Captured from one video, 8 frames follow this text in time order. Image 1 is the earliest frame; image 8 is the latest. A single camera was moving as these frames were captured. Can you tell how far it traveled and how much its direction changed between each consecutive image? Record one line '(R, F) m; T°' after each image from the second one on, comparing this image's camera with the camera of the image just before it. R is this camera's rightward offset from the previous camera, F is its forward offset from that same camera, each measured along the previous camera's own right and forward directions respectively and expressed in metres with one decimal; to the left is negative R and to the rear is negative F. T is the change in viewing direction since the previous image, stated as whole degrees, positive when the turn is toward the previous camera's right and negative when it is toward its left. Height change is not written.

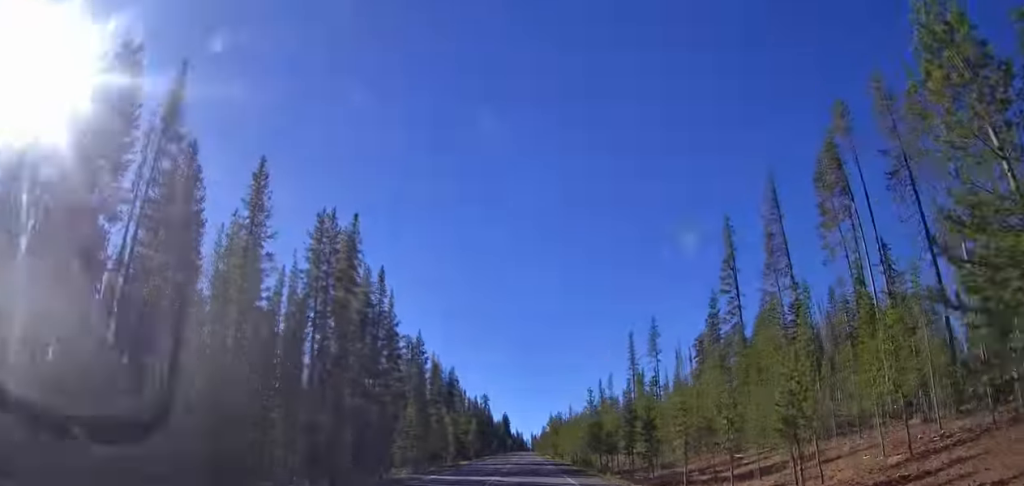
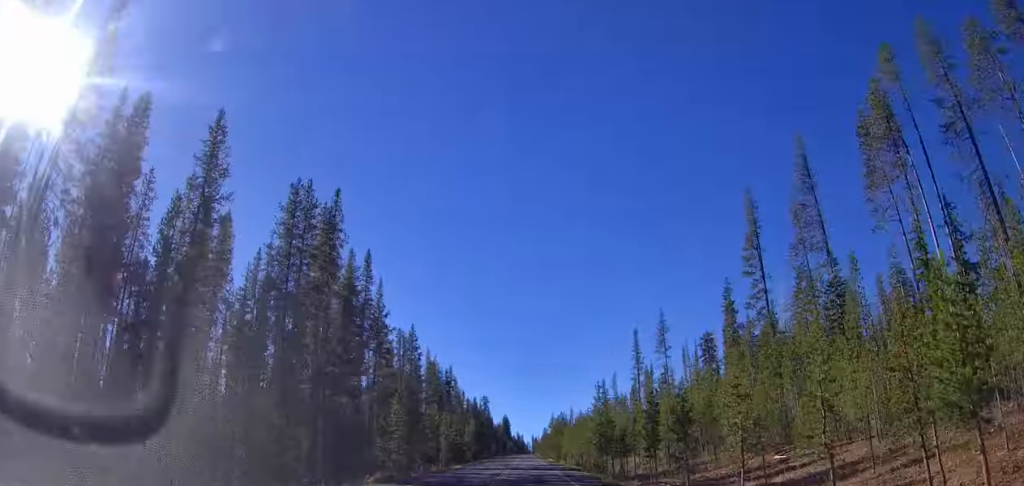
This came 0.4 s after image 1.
(-0.3, +7.1) m; 0°
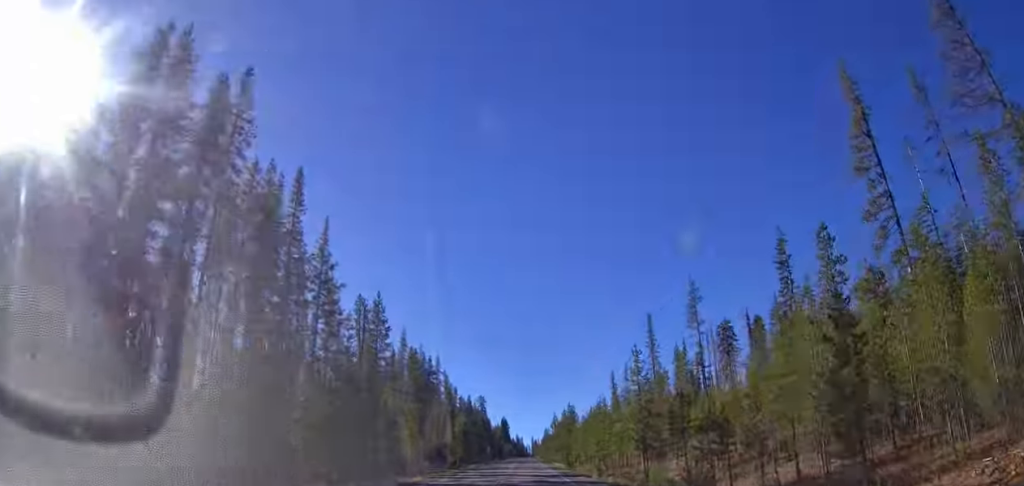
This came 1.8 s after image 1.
(+0.8, +21.9) m; +2°
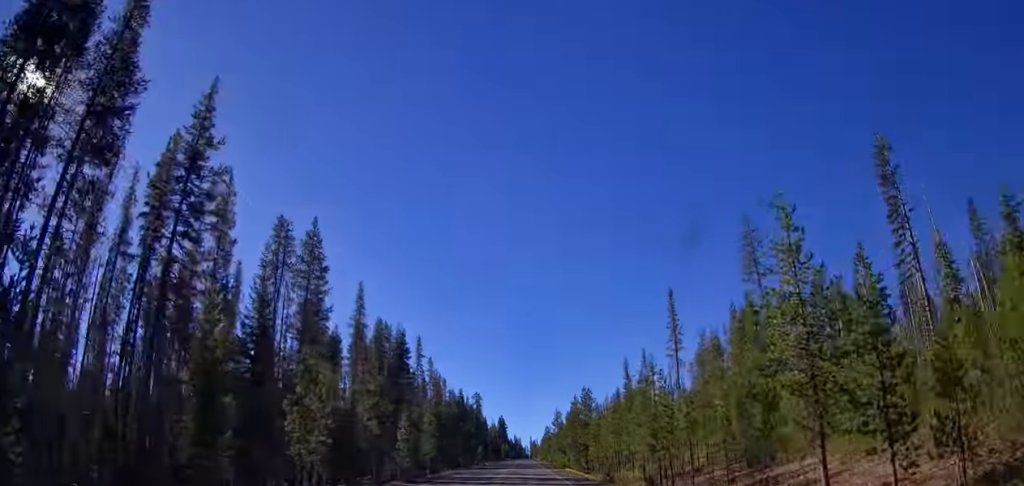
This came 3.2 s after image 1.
(+0.4, +23.8) m; 0°
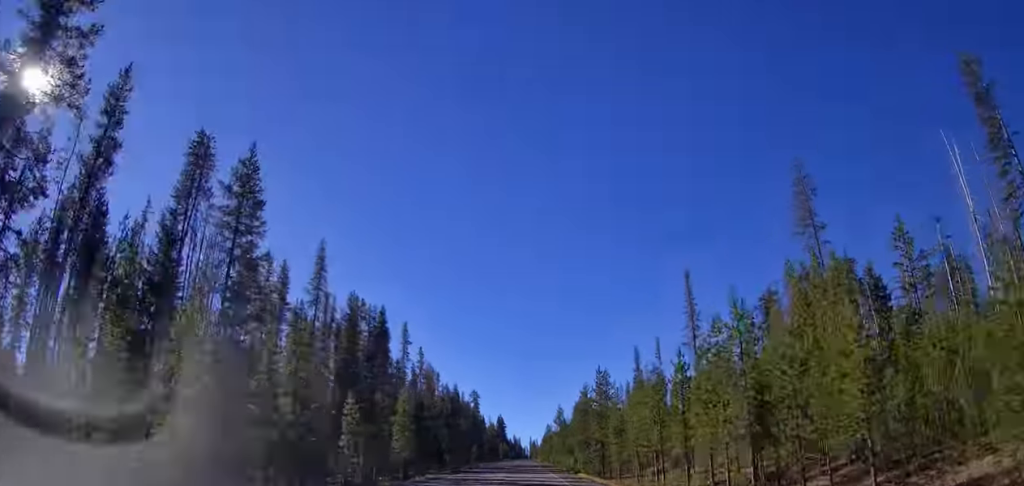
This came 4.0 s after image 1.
(-0.6, +13.4) m; -1°
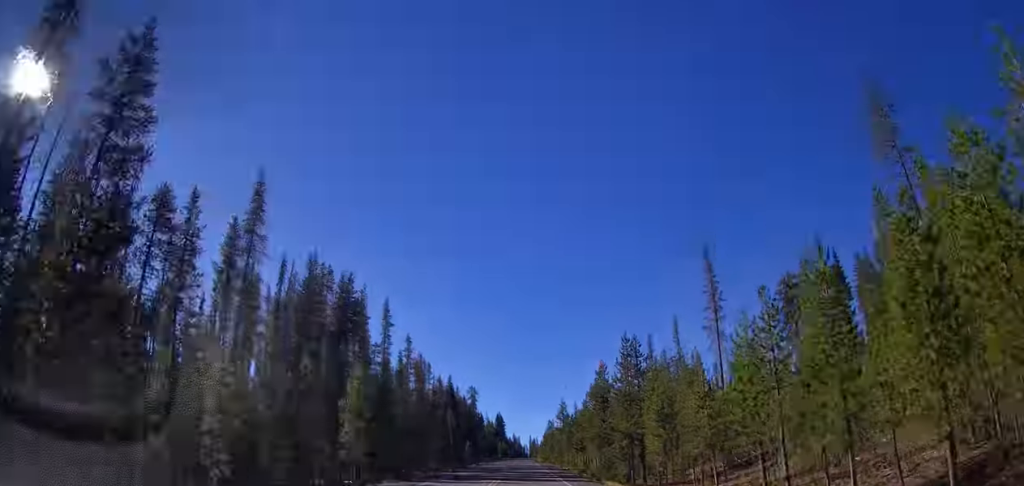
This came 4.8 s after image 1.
(-0.1, +13.7) m; 0°
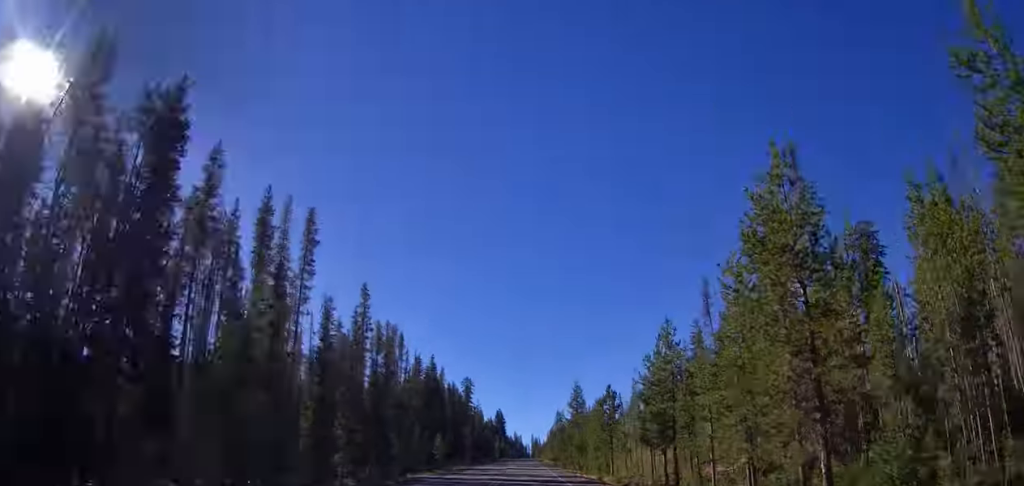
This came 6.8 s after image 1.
(+0.5, +34.6) m; +1°
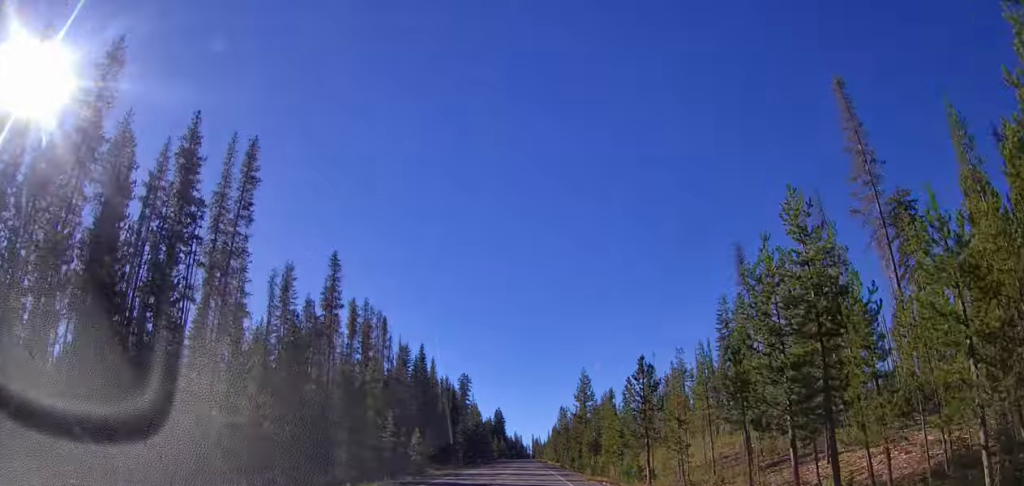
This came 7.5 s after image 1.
(+0.1, +13.8) m; 0°
